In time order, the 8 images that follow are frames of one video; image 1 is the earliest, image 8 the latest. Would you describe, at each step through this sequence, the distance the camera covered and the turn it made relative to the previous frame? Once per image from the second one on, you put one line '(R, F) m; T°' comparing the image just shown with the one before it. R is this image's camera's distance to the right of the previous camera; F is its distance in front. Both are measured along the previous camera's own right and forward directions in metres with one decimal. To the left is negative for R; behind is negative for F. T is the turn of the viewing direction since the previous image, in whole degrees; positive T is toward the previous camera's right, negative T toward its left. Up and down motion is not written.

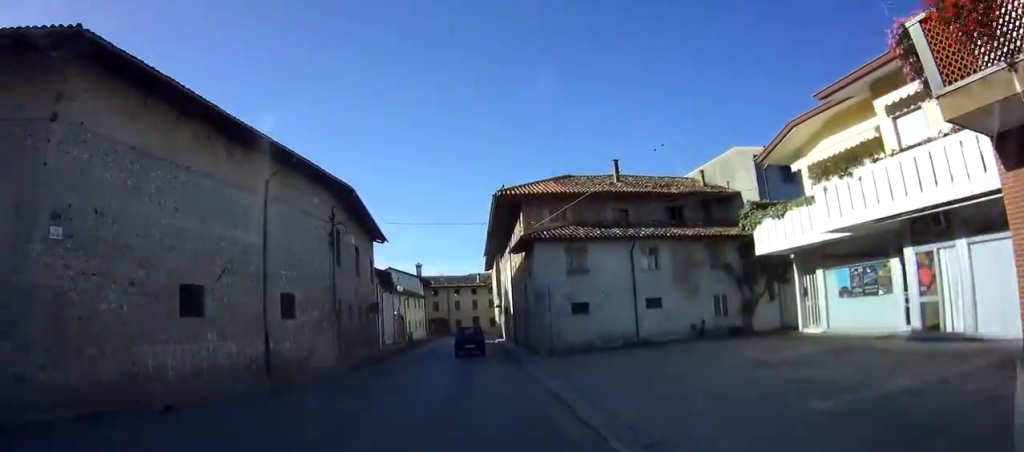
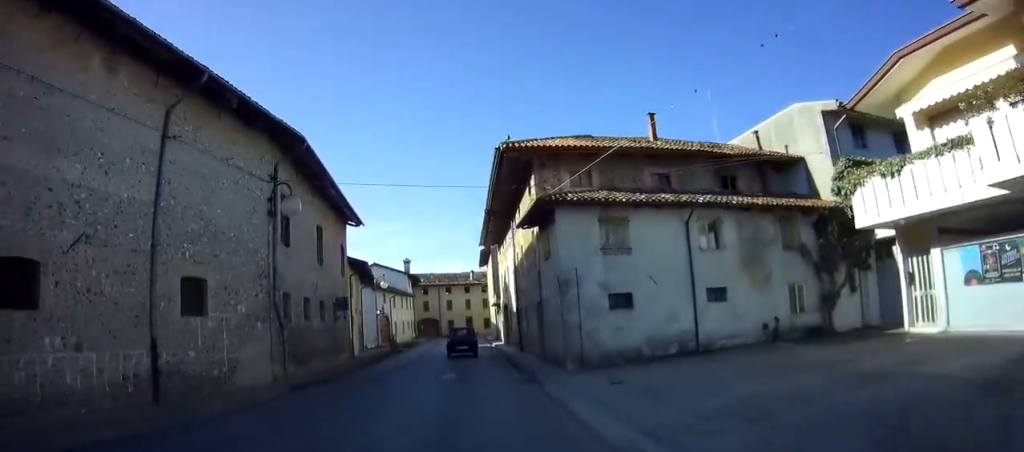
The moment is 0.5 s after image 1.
(+0.1, +6.1) m; +1°
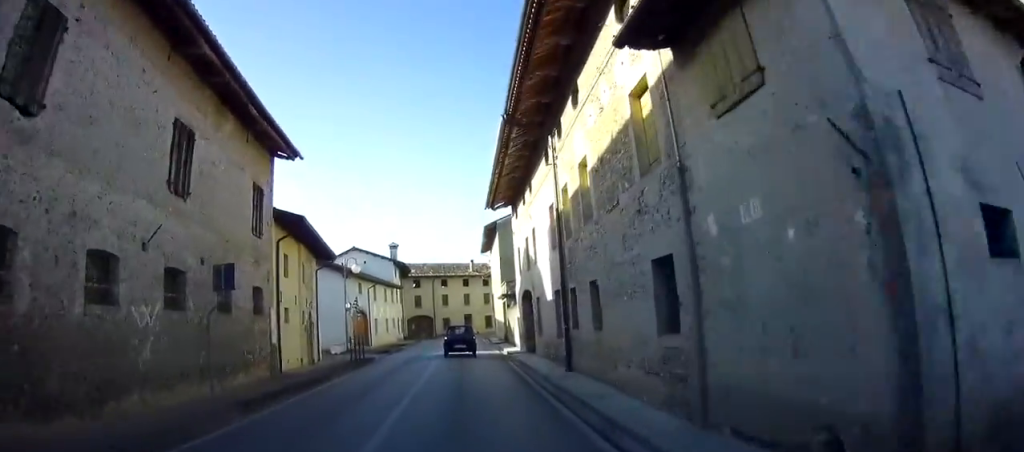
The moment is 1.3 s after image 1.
(+0.1, +11.4) m; +1°
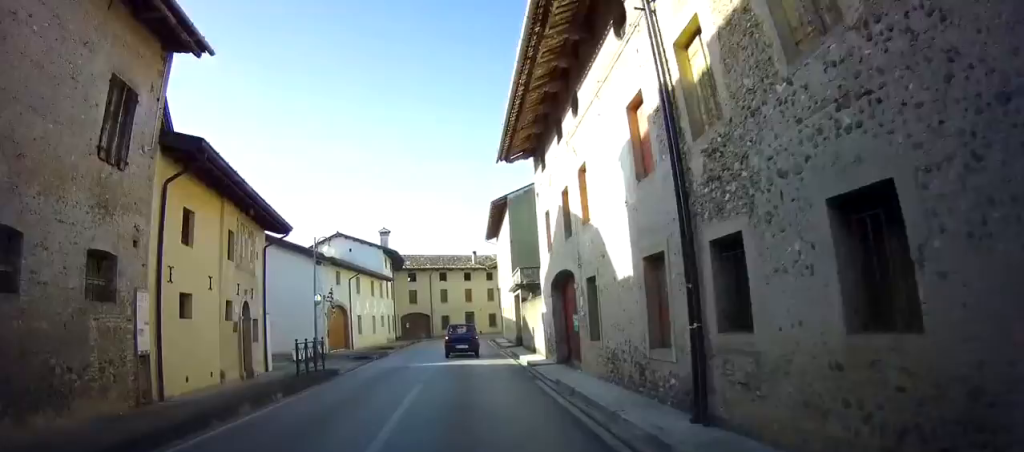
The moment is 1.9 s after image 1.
(+0.1, +8.0) m; +1°
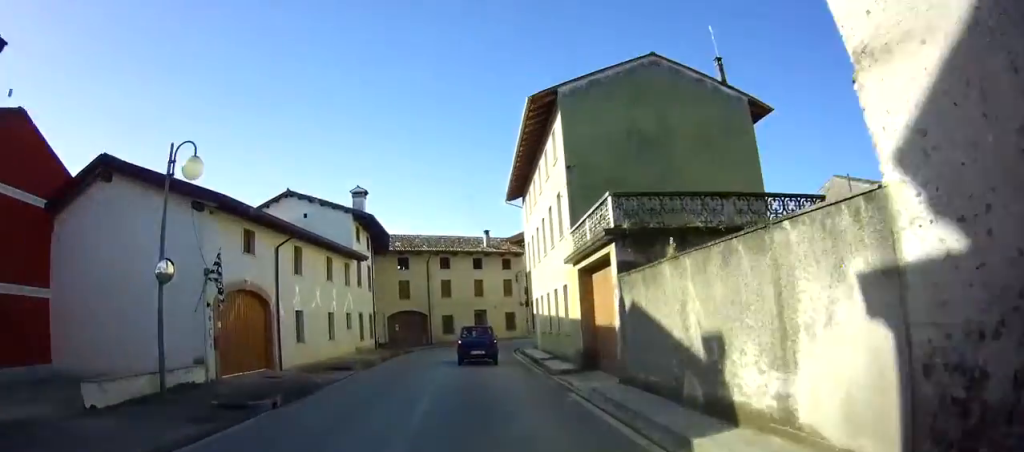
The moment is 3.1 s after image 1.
(+0.1, +15.2) m; 0°
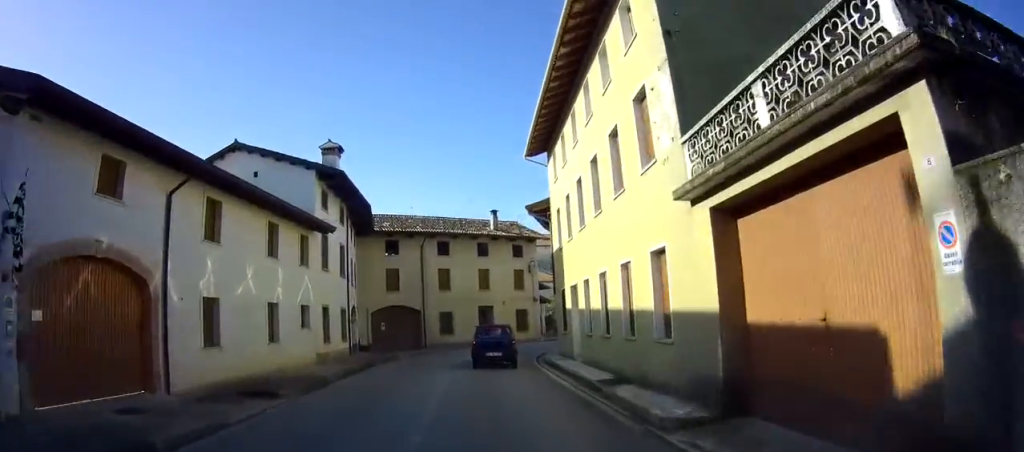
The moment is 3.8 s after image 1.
(0.0, +8.4) m; 0°
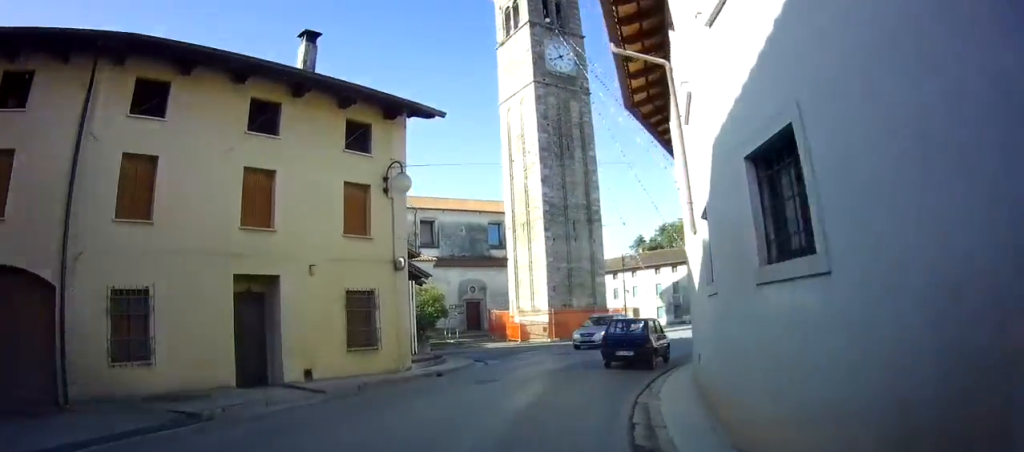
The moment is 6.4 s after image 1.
(+1.7, +28.4) m; +21°
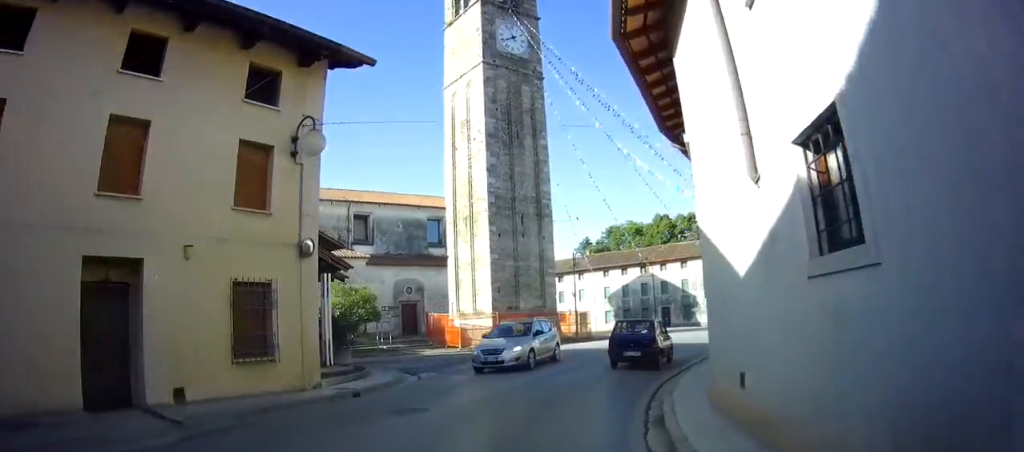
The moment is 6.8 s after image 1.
(-0.2, +3.5) m; +11°
